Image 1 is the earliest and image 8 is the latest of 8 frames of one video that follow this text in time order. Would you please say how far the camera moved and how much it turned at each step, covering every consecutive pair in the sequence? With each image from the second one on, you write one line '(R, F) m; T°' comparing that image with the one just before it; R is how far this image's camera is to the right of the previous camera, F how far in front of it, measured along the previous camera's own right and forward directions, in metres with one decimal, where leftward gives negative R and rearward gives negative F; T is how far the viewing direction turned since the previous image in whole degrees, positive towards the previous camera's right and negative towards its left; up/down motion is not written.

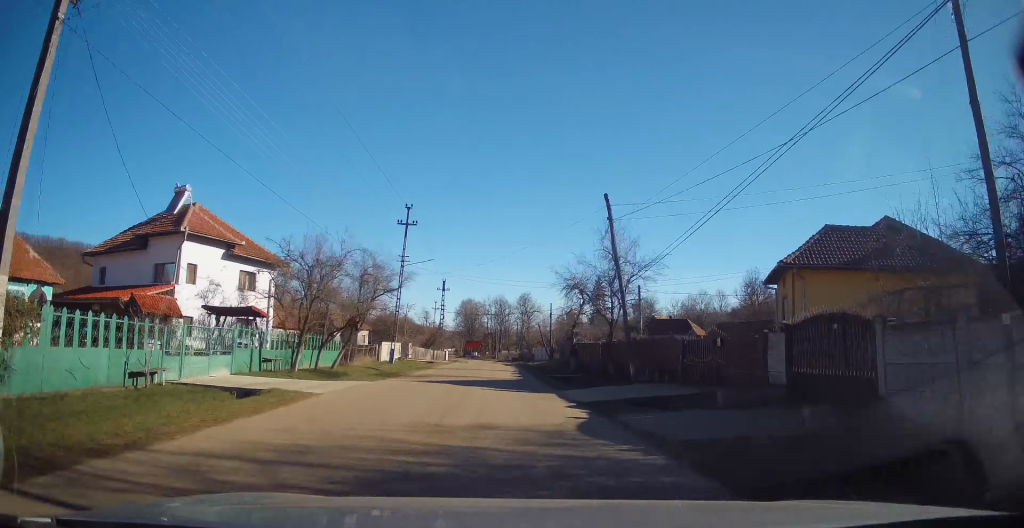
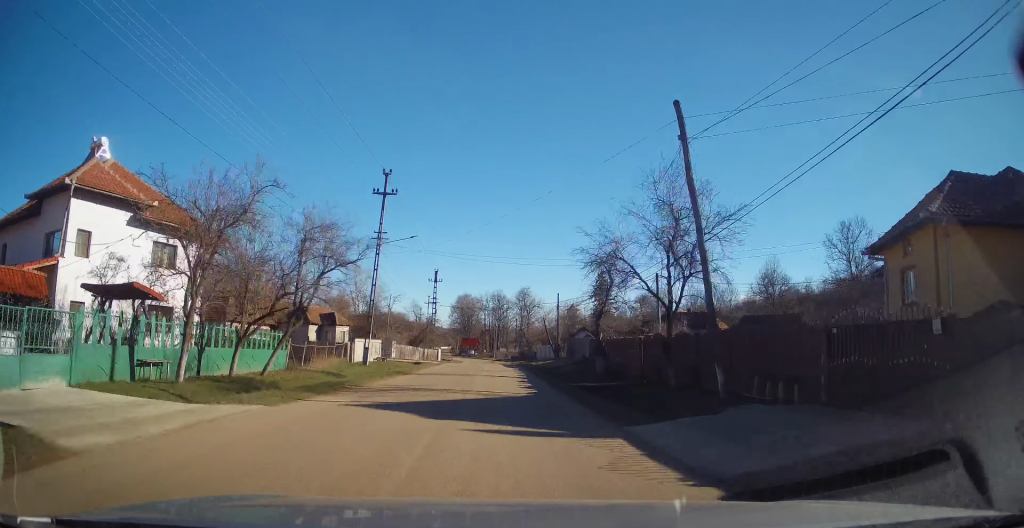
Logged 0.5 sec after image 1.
(0.0, +8.4) m; 0°
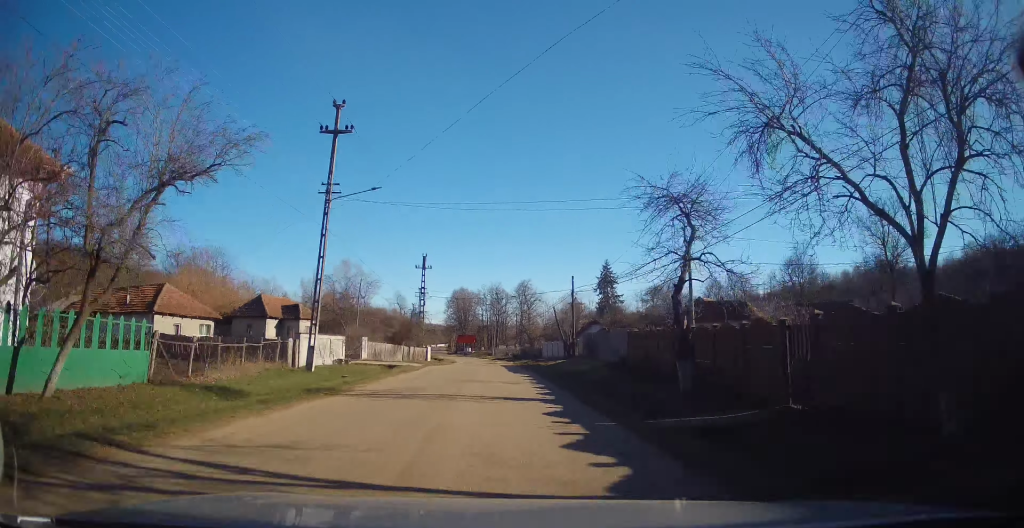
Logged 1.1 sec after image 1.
(+0.1, +10.5) m; 0°
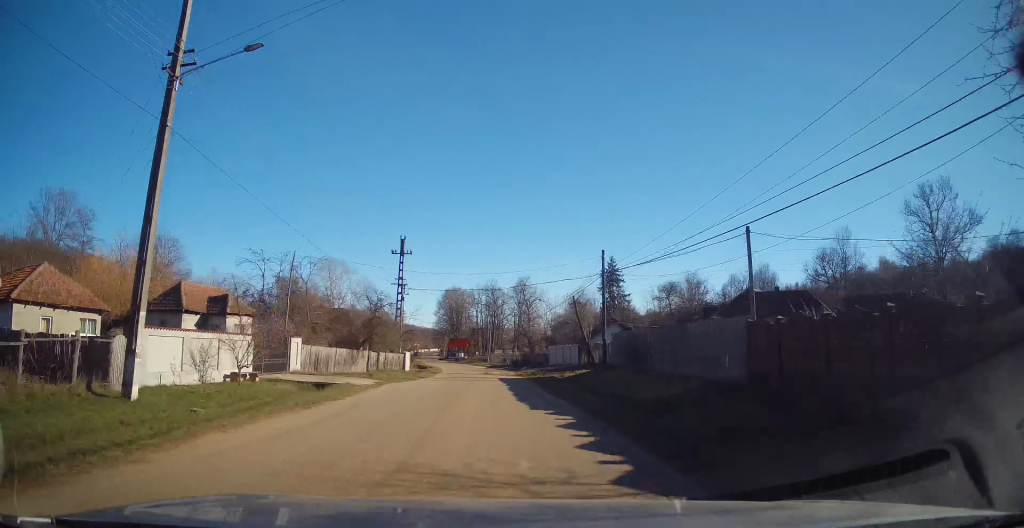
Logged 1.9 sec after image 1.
(0.0, +12.7) m; 0°
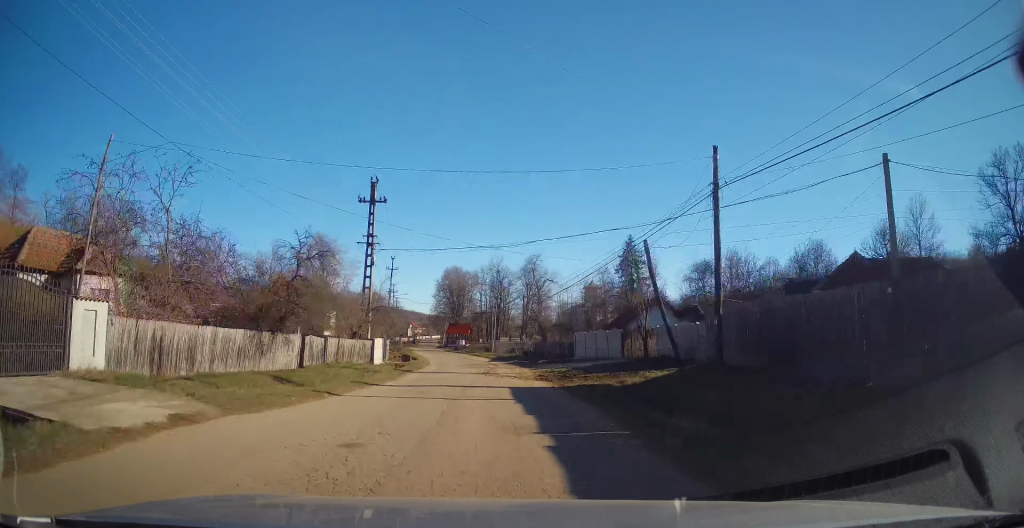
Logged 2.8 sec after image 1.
(0.0, +14.3) m; 0°
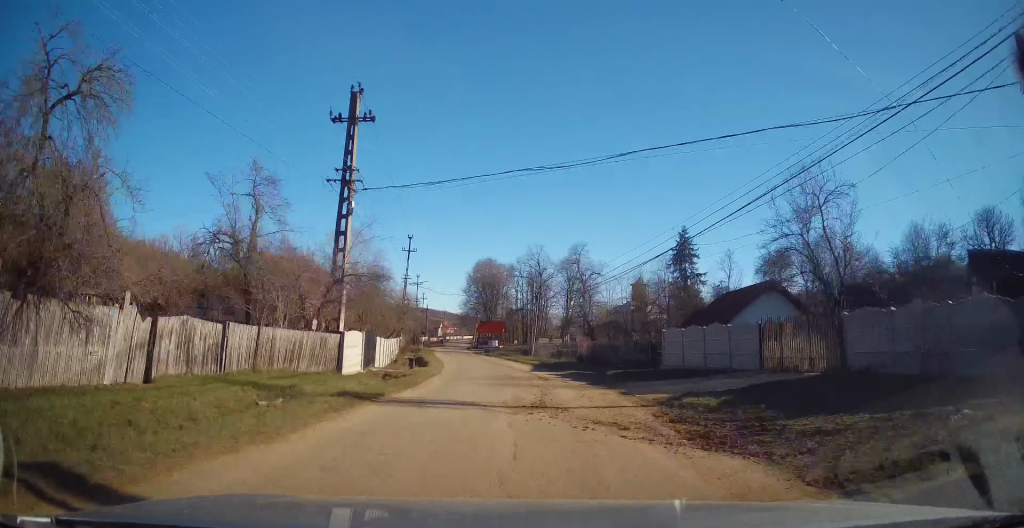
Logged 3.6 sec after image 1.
(0.0, +13.7) m; -2°
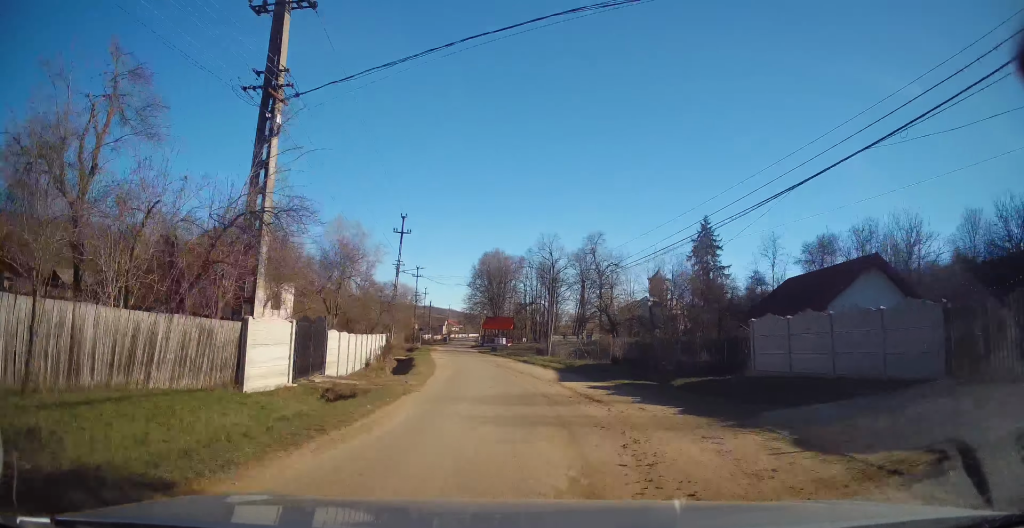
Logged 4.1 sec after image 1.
(-0.3, +8.7) m; -1°
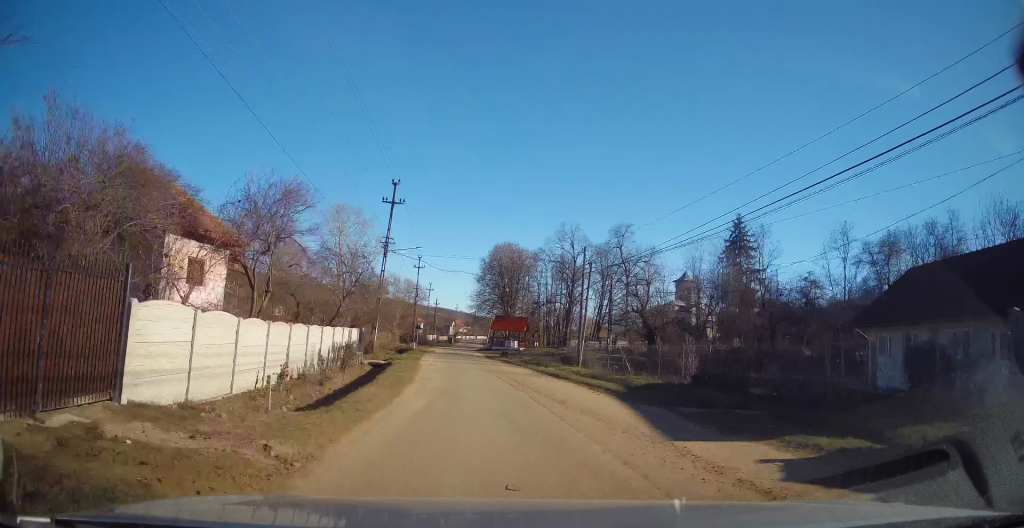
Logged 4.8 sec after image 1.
(-0.1, +10.3) m; -2°
